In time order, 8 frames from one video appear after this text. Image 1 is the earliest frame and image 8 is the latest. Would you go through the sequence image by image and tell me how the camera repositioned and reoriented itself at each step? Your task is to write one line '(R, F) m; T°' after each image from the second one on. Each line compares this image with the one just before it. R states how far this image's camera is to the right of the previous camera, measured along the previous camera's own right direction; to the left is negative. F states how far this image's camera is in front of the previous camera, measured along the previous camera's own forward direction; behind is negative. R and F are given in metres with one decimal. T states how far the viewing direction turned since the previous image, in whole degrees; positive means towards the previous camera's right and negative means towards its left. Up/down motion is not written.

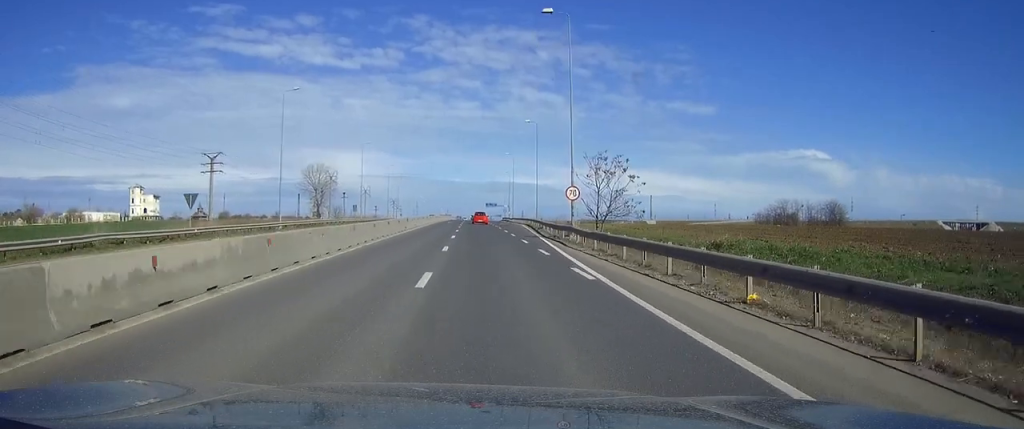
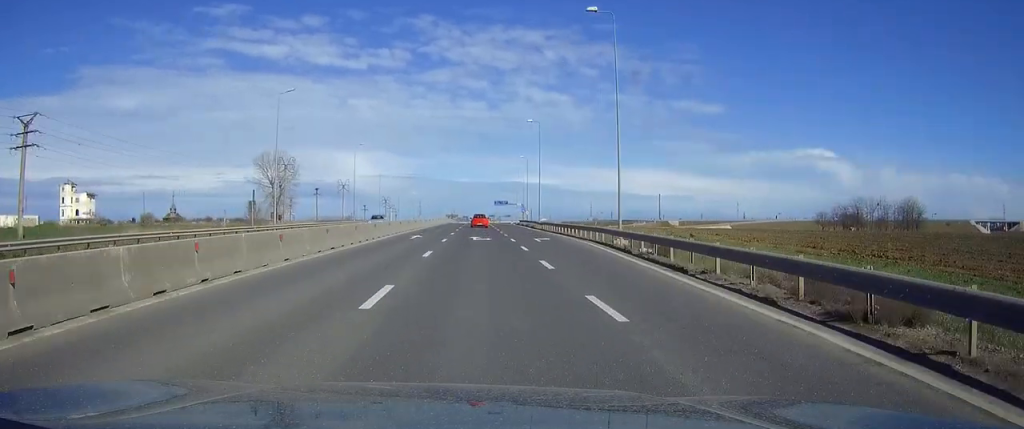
(-0.2, +51.2) m; -1°
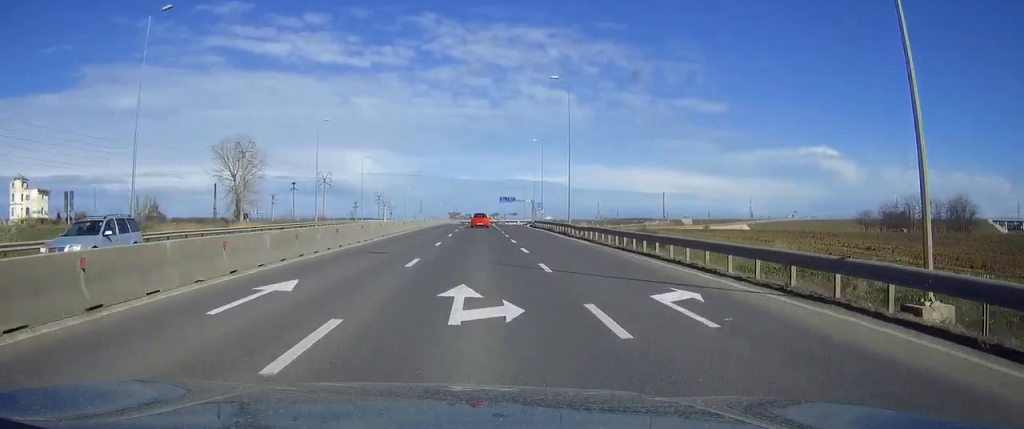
(0.0, +28.2) m; 0°
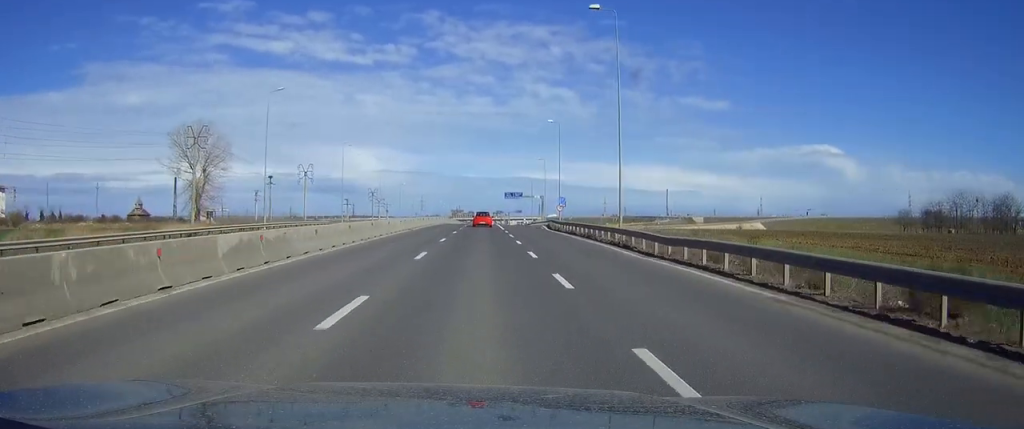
(-0.1, +21.7) m; 0°
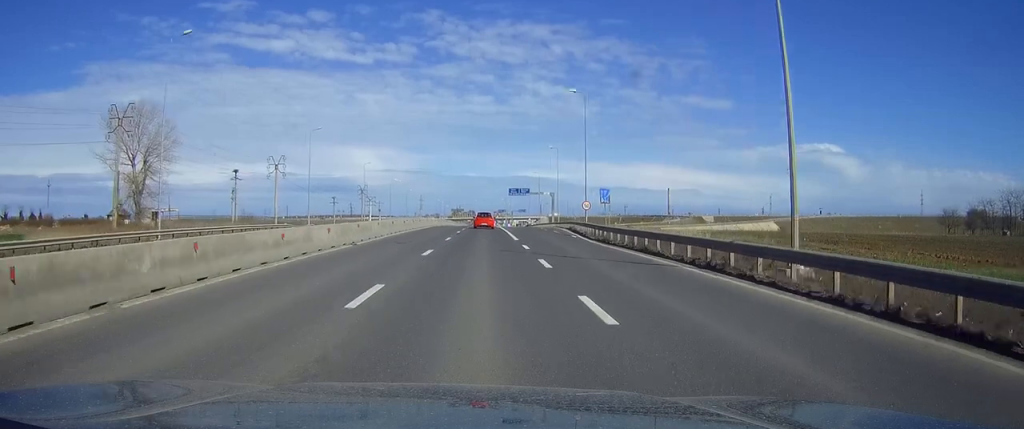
(+0.1, +22.5) m; 0°
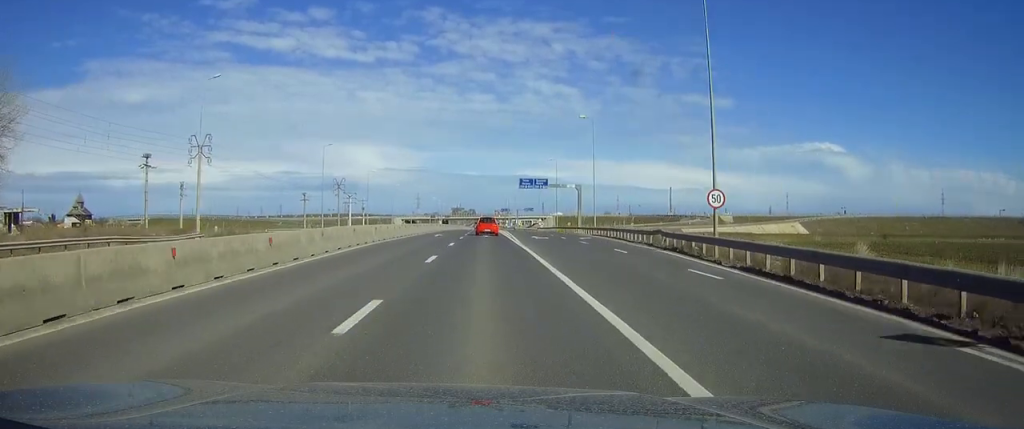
(-0.1, +37.5) m; 0°
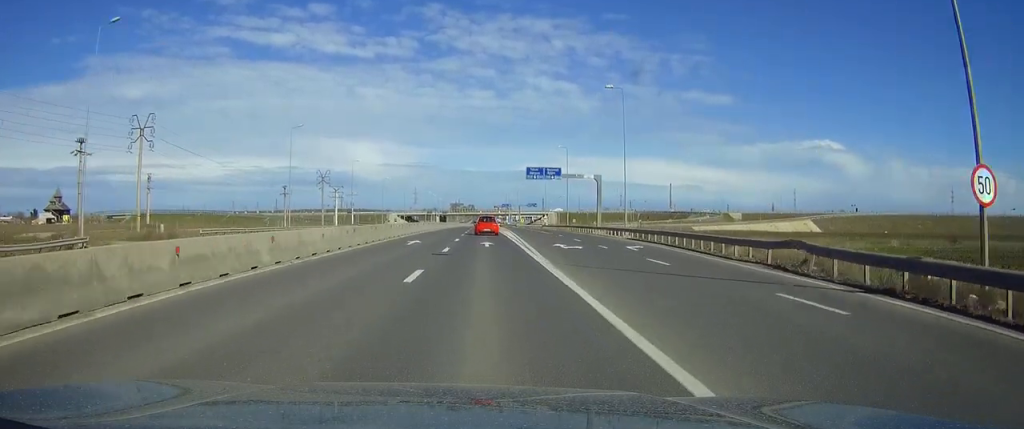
(0.0, +17.7) m; 0°
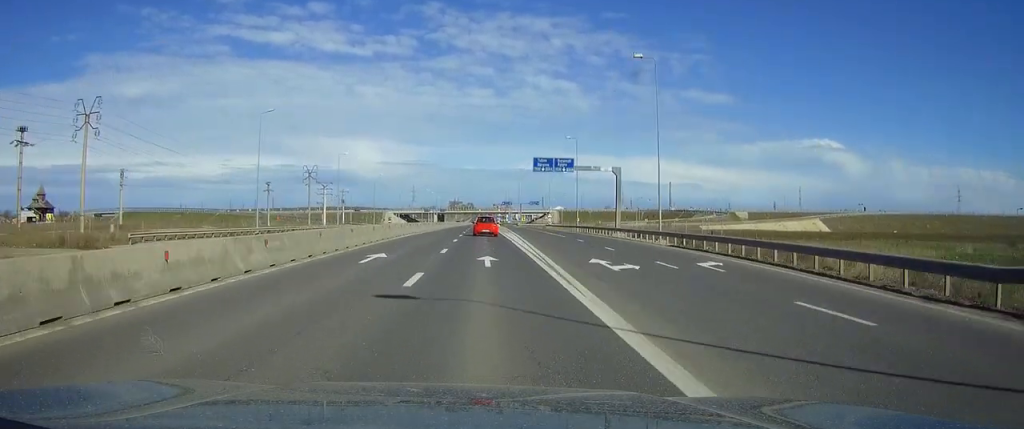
(0.0, +12.4) m; 0°
